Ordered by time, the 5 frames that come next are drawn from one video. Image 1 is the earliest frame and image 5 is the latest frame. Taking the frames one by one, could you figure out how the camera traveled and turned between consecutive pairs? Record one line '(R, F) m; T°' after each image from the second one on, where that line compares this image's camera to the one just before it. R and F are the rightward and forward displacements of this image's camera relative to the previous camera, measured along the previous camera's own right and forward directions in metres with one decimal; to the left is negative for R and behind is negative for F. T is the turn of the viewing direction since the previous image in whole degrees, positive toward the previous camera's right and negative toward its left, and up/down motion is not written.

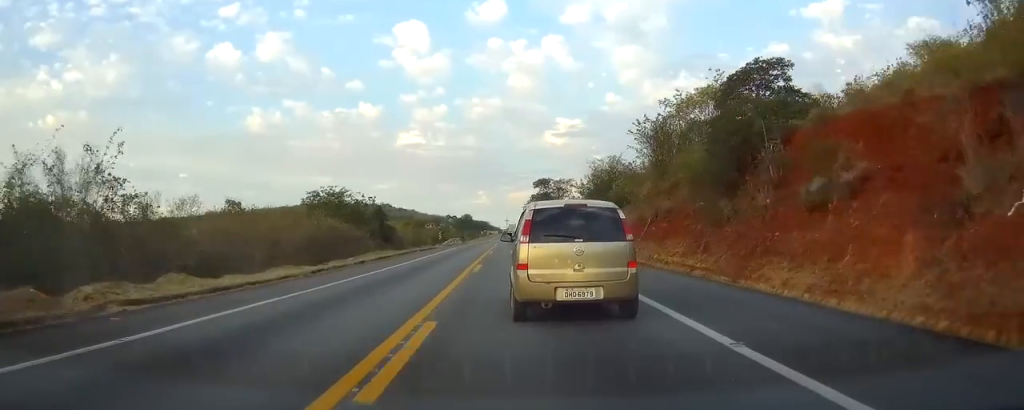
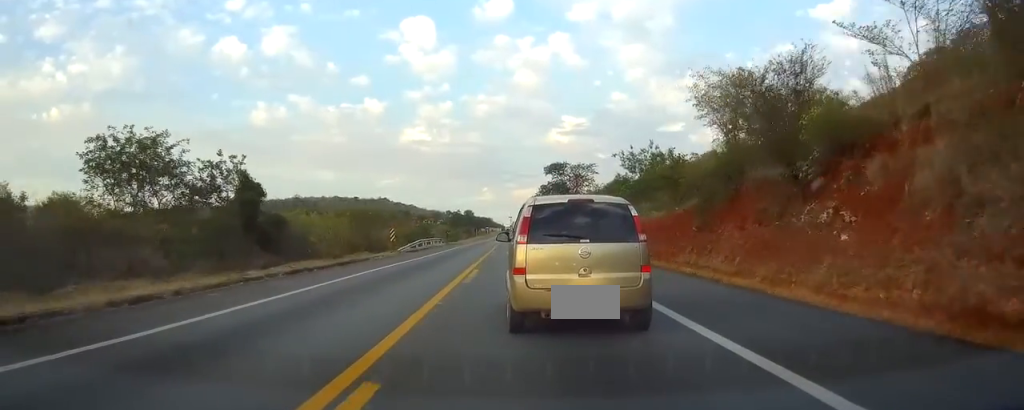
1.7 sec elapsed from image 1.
(-0.1, +35.8) m; 0°
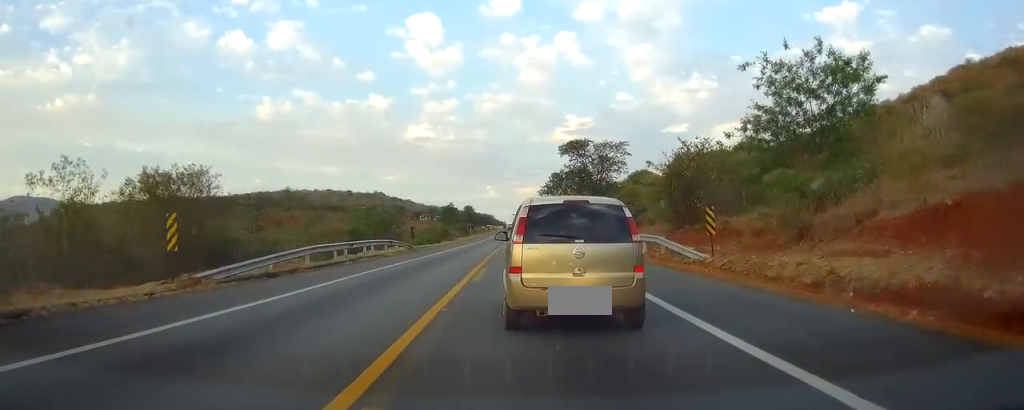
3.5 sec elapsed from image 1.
(-0.2, +32.8) m; -1°
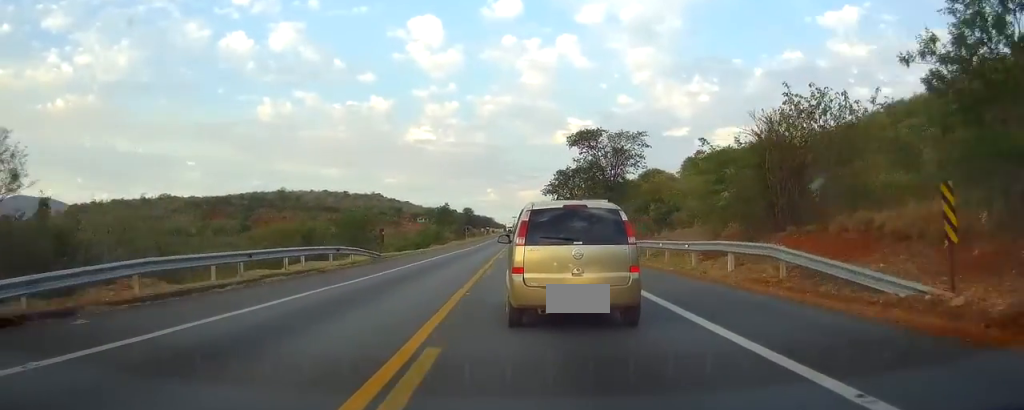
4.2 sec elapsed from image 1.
(0.0, +13.3) m; 0°
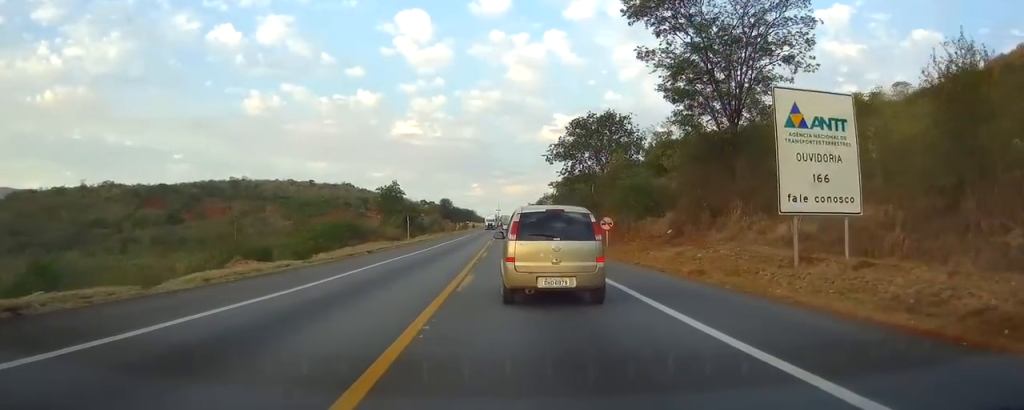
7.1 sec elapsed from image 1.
(+0.7, +52.0) m; +2°
